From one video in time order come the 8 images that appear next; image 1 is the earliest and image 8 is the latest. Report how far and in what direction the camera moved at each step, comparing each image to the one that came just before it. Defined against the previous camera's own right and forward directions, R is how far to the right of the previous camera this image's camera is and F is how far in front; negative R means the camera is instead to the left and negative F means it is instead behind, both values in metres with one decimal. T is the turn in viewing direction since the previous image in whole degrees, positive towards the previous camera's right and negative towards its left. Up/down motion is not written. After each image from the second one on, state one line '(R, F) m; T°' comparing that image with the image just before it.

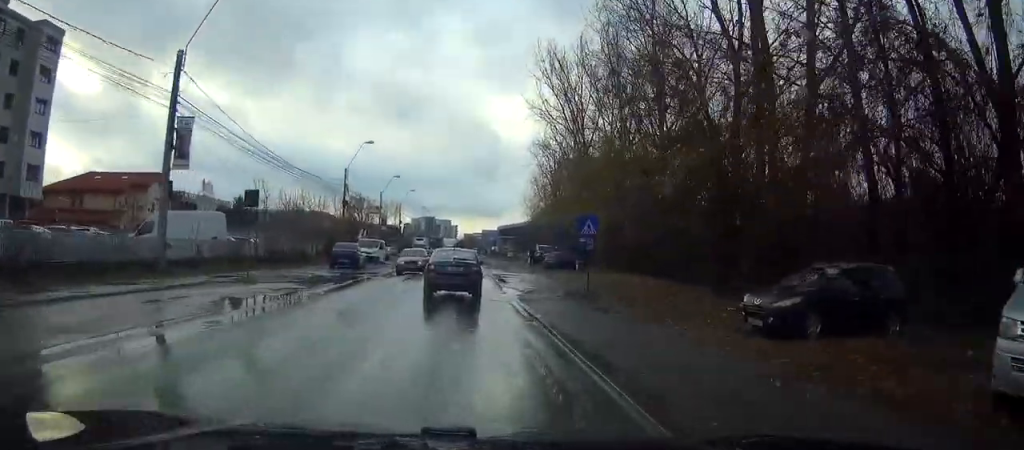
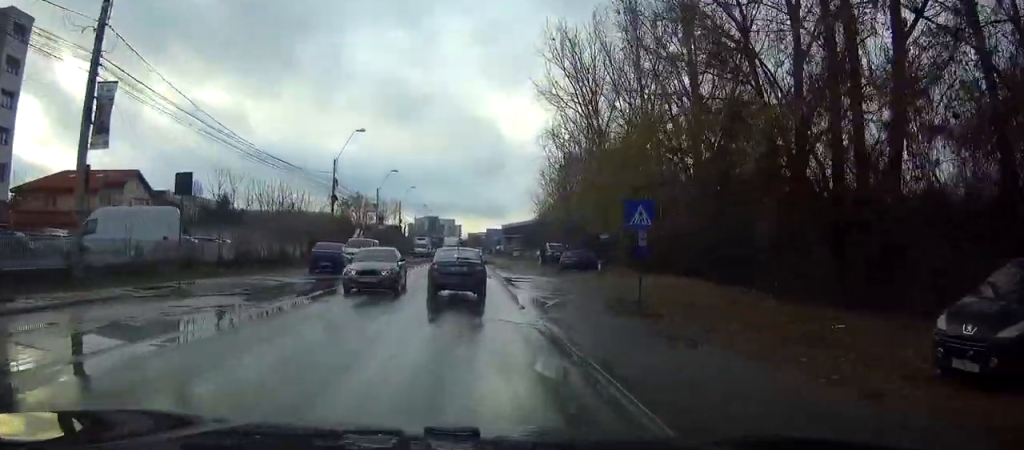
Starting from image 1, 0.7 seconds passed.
(0.0, +6.5) m; 0°
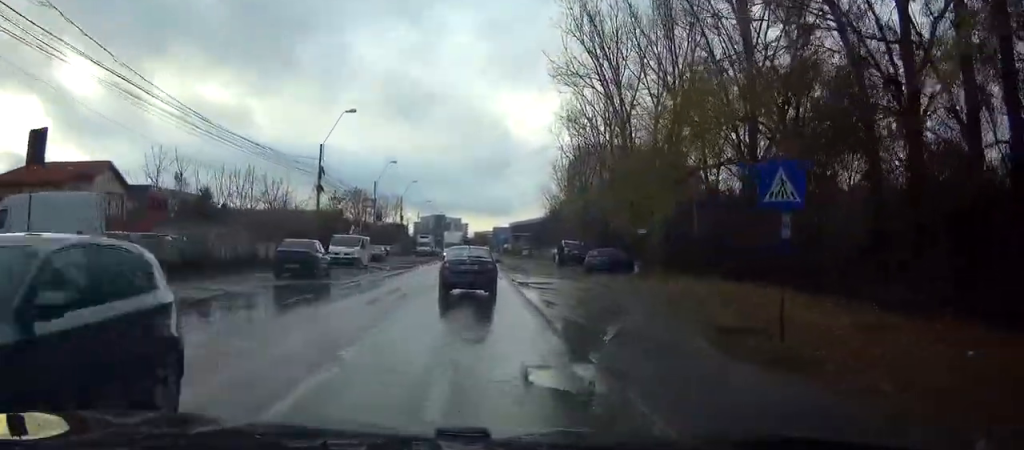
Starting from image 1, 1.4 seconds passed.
(-0.1, +7.6) m; -1°
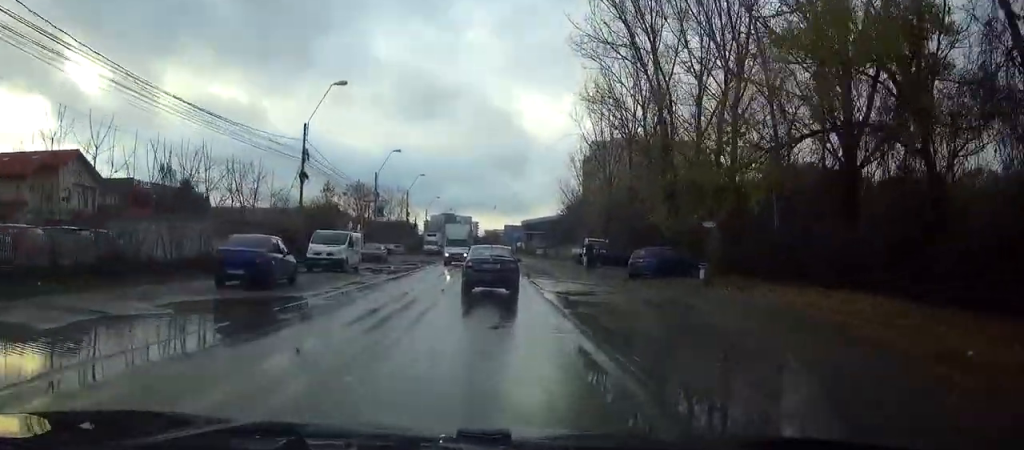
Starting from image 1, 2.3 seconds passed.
(0.0, +8.1) m; 0°
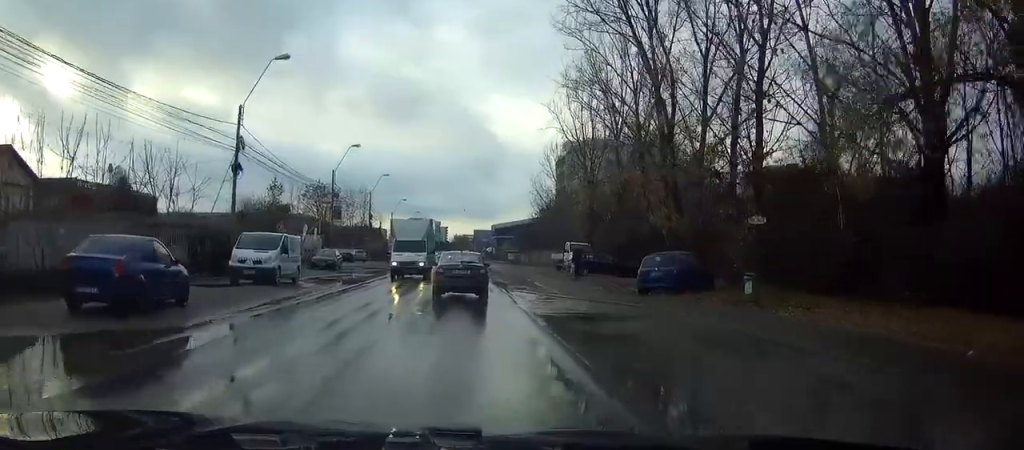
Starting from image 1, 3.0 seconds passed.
(0.0, +7.0) m; +1°
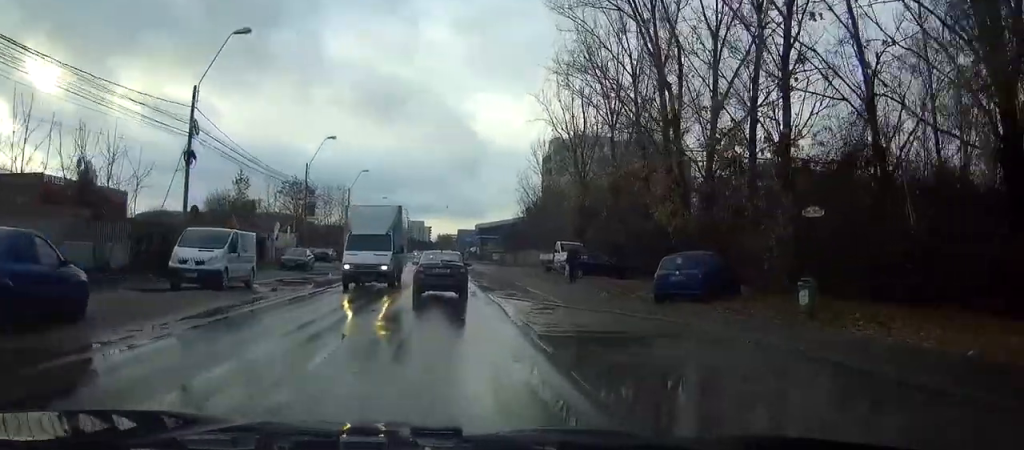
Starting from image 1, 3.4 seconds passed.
(-0.1, +4.1) m; +1°
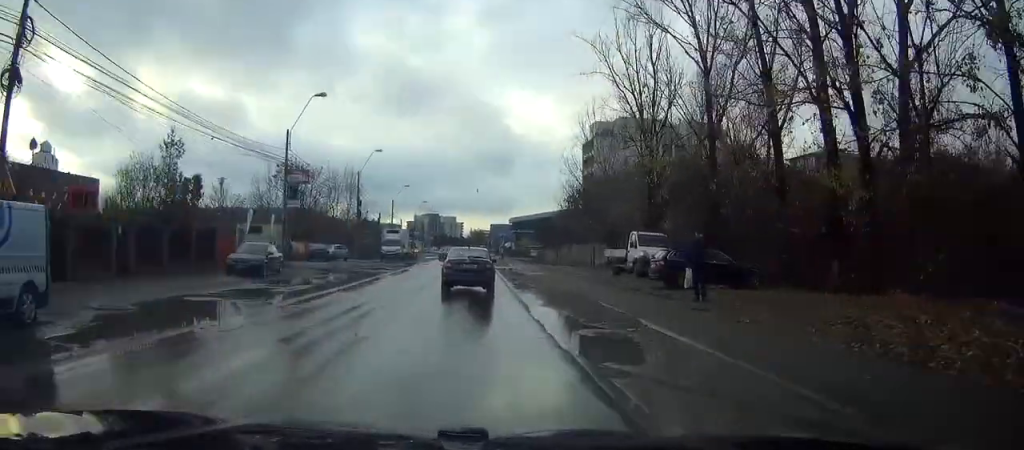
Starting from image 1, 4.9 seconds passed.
(+0.5, +14.7) m; +1°
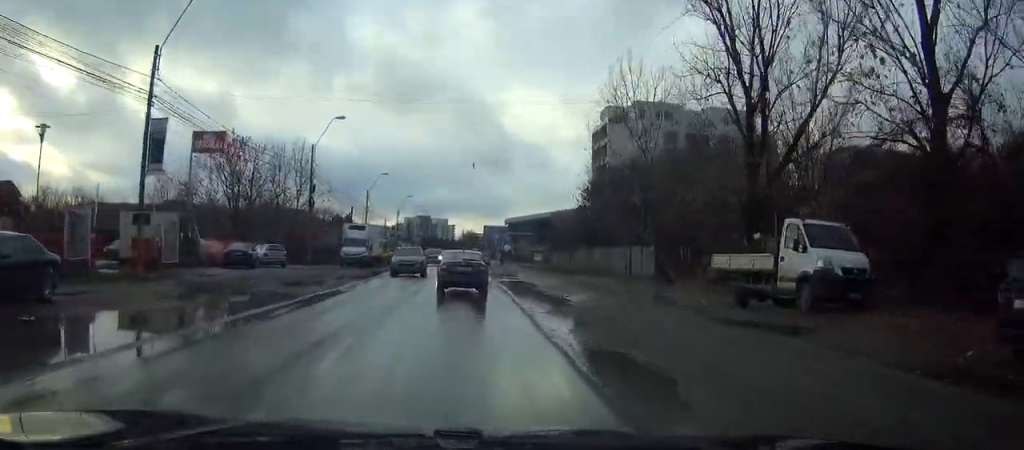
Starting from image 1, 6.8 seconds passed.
(-0.3, +18.7) m; -1°
